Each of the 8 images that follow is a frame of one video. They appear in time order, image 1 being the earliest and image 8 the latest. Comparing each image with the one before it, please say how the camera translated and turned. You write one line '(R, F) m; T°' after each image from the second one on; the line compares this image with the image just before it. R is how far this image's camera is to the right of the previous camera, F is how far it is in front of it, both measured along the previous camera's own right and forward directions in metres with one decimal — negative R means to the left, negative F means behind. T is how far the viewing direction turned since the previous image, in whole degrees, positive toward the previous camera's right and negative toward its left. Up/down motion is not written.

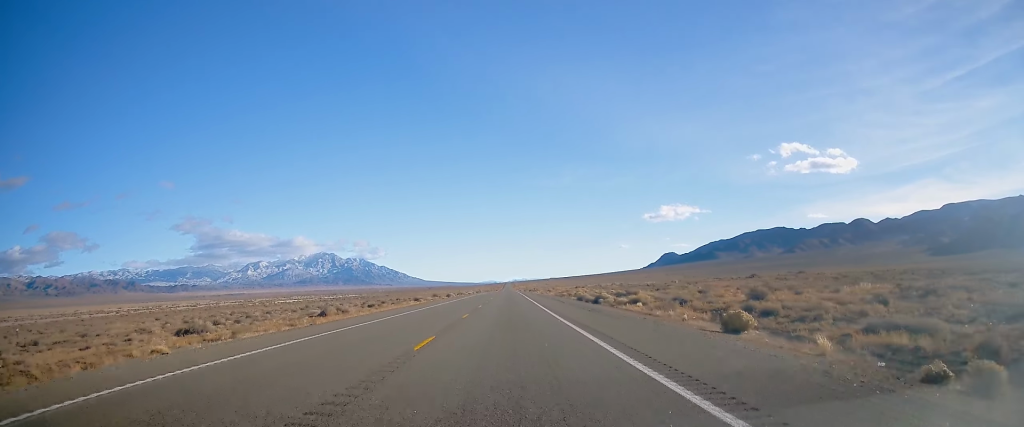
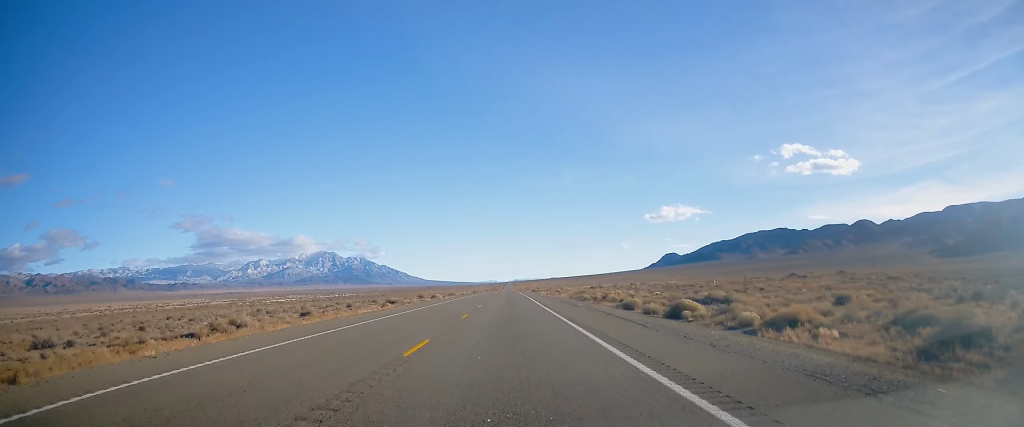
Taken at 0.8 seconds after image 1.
(+0.3, +25.7) m; 0°
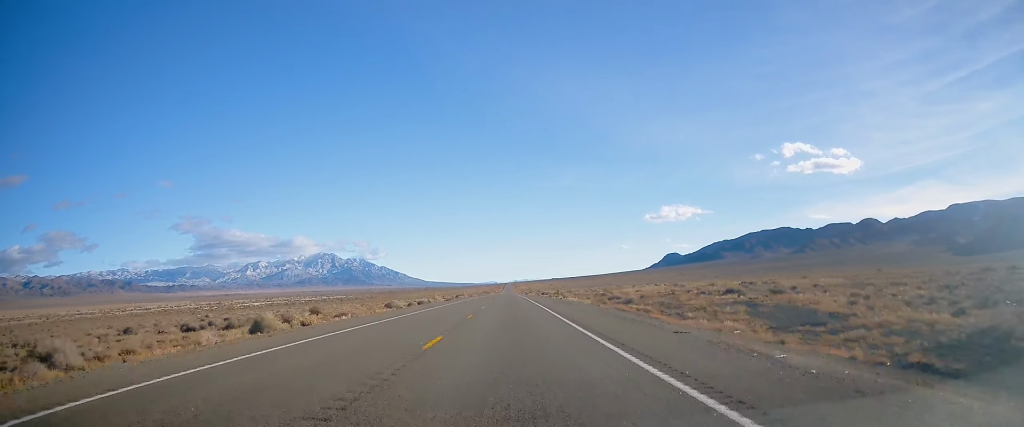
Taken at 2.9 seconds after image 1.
(-0.5, +71.7) m; 0°
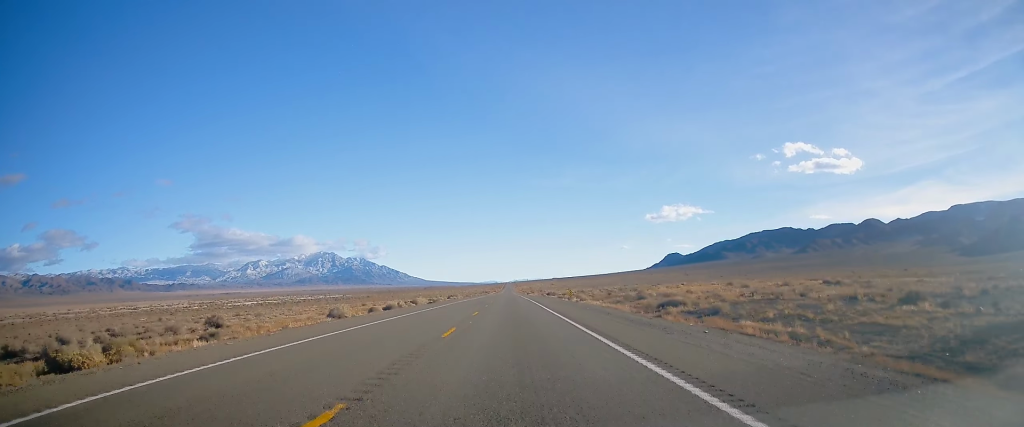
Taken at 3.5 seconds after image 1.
(-0.2, +21.2) m; 0°
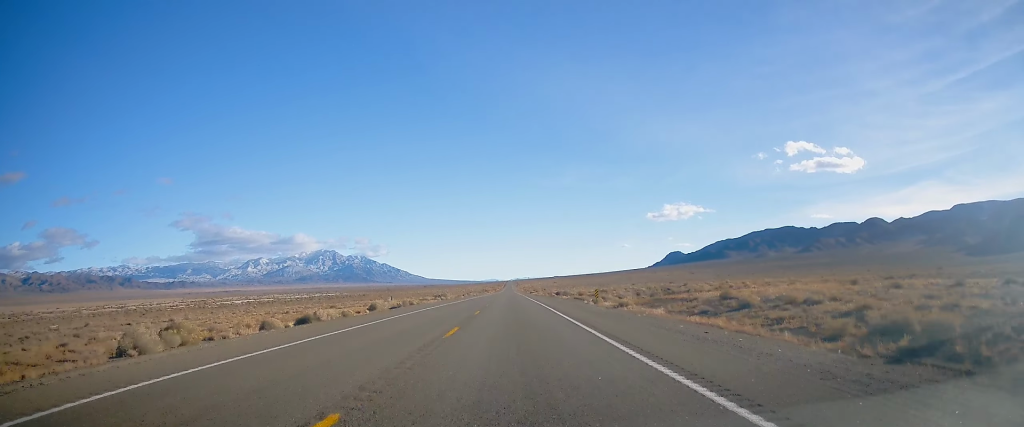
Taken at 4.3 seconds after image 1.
(+0.1, +24.7) m; 0°
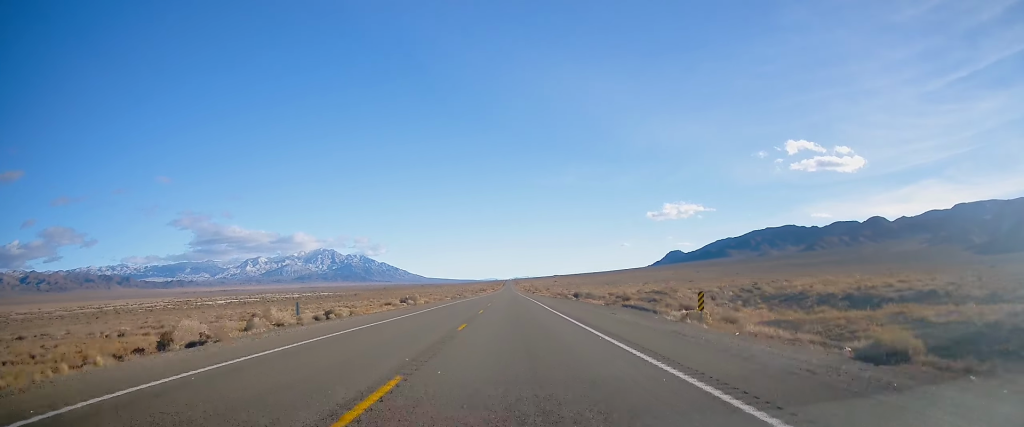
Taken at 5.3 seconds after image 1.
(-0.2, +34.0) m; 0°
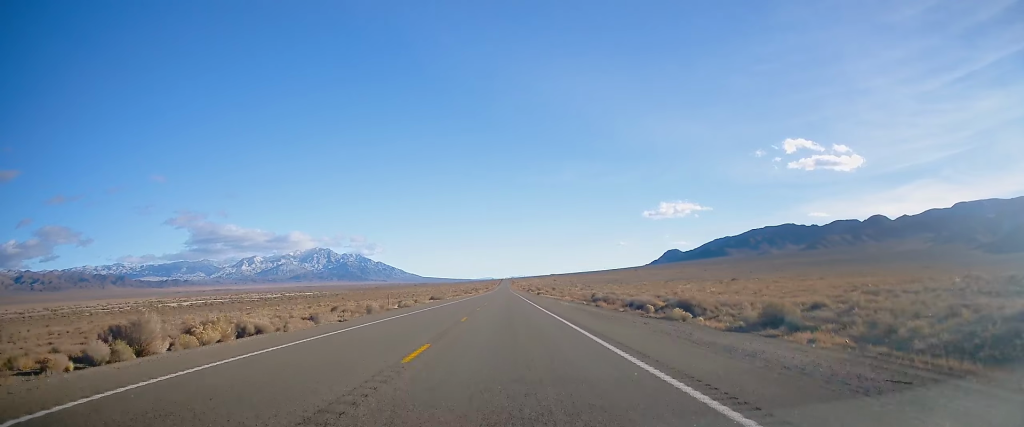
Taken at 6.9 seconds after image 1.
(+0.4, +56.1) m; +1°
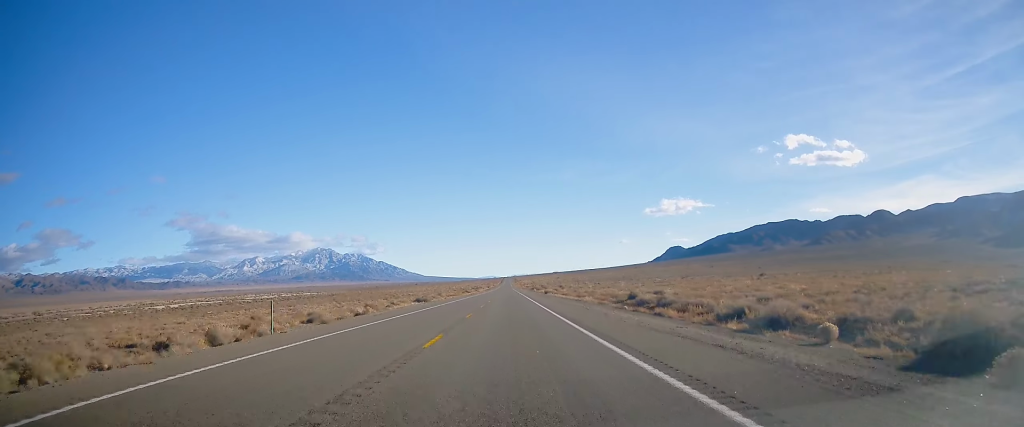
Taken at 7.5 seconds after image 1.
(0.0, +21.9) m; 0°
